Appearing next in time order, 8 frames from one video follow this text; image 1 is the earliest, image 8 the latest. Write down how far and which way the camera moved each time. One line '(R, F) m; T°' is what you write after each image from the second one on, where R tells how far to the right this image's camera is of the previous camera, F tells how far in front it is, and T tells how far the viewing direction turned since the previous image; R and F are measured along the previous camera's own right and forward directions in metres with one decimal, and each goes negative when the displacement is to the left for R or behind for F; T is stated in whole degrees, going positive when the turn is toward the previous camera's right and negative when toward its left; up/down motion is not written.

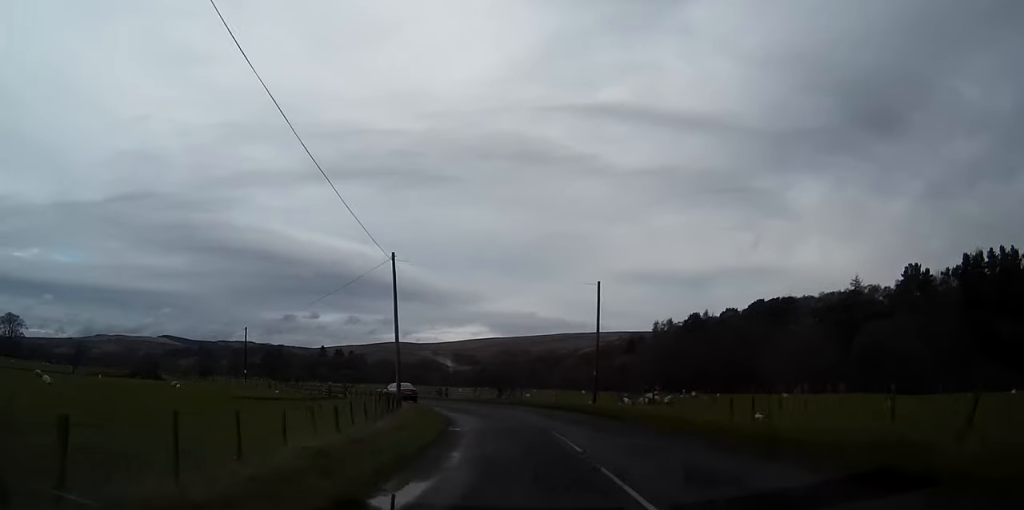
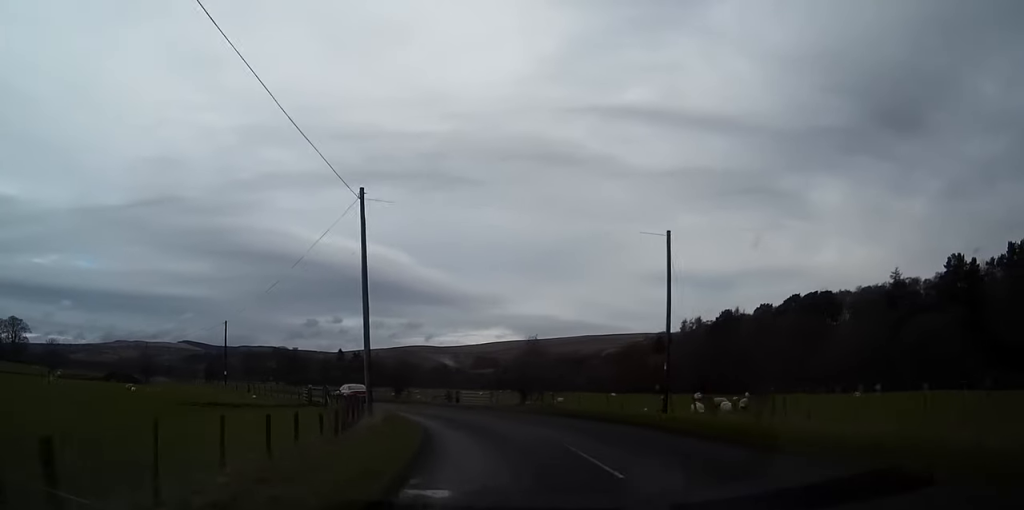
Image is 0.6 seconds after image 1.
(-0.2, +13.2) m; -3°
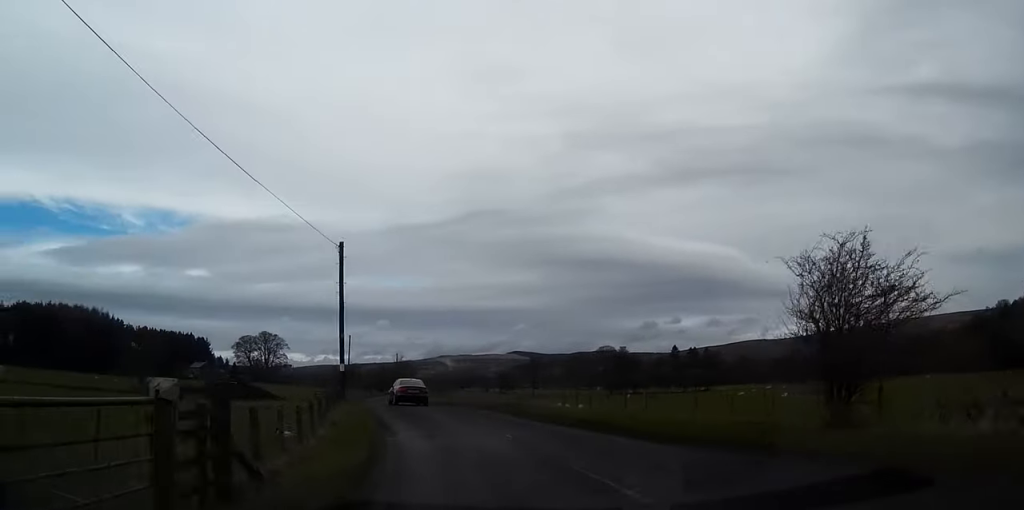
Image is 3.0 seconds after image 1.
(-7.4, +46.6) m; -24°
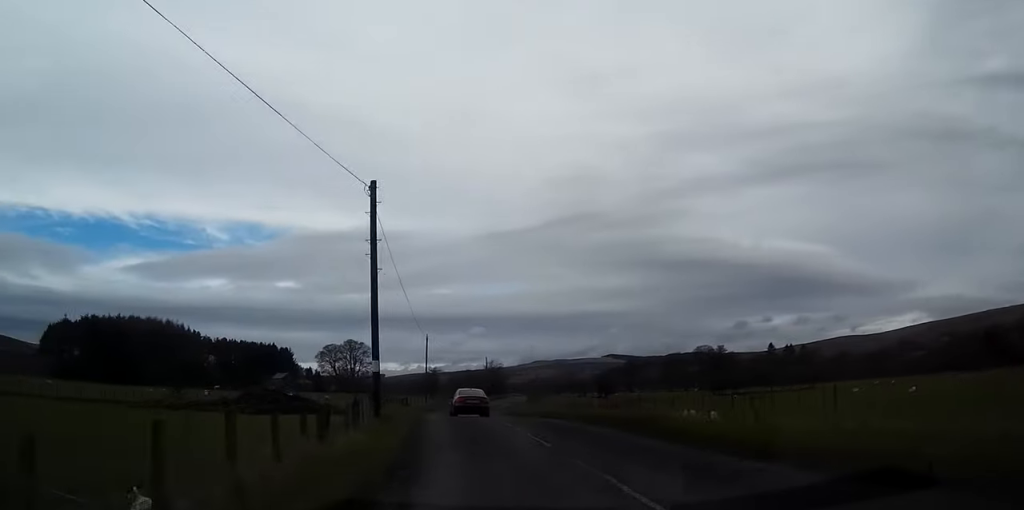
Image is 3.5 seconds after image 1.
(-1.1, +10.5) m; -5°
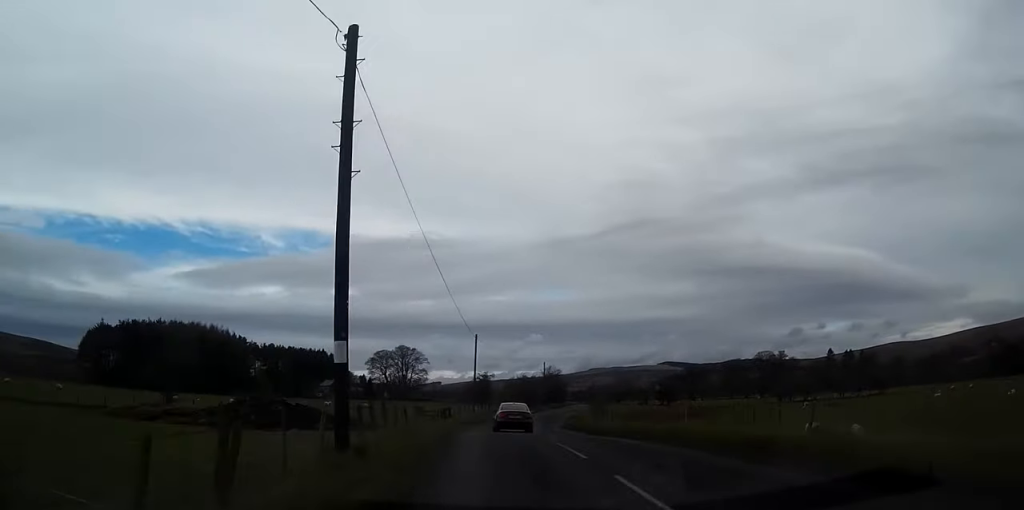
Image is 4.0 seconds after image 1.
(-0.5, +9.9) m; -5°
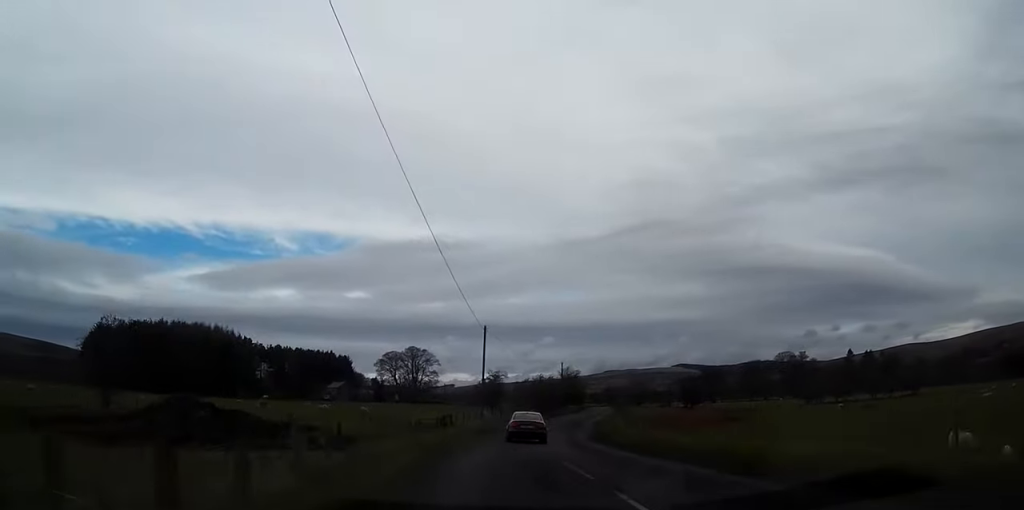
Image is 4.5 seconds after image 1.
(-0.4, +9.9) m; -1°
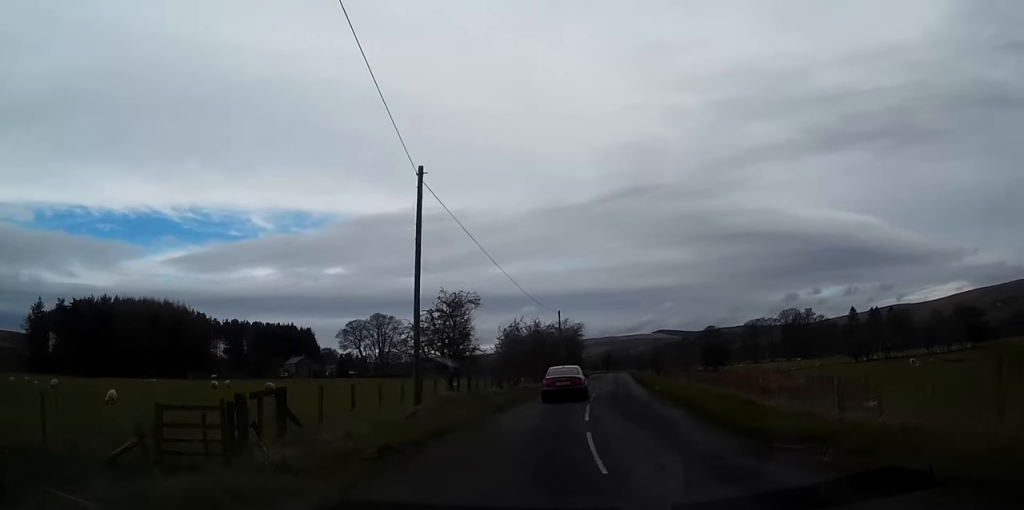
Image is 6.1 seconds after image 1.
(-0.4, +29.9) m; +1°
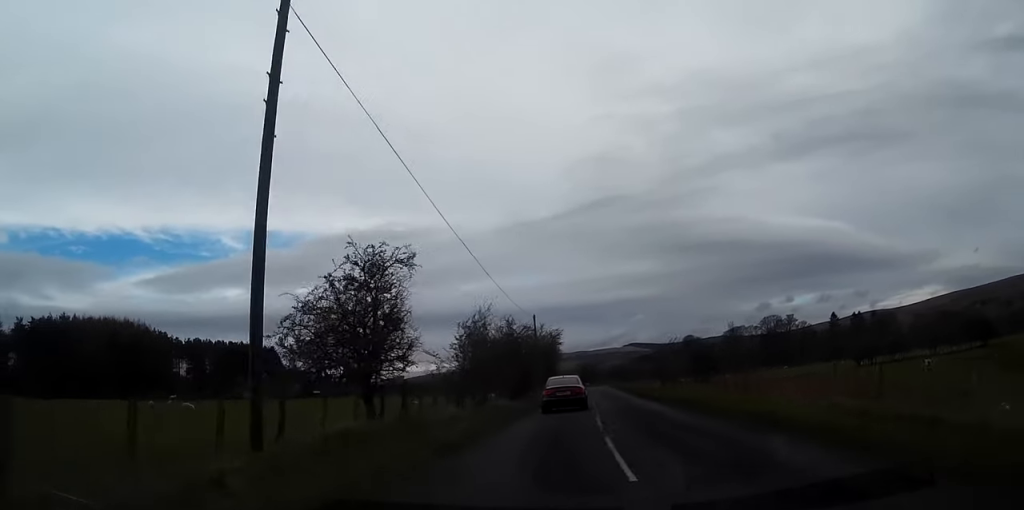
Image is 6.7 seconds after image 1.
(+0.3, +10.6) m; +2°
